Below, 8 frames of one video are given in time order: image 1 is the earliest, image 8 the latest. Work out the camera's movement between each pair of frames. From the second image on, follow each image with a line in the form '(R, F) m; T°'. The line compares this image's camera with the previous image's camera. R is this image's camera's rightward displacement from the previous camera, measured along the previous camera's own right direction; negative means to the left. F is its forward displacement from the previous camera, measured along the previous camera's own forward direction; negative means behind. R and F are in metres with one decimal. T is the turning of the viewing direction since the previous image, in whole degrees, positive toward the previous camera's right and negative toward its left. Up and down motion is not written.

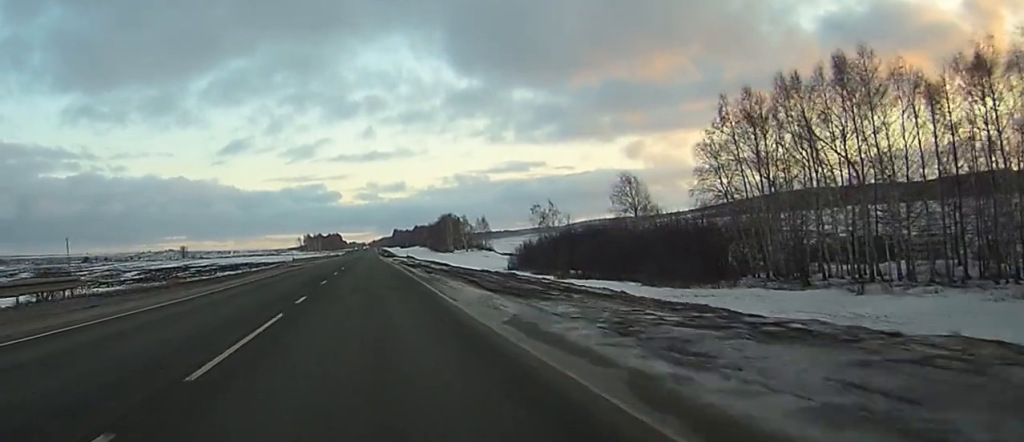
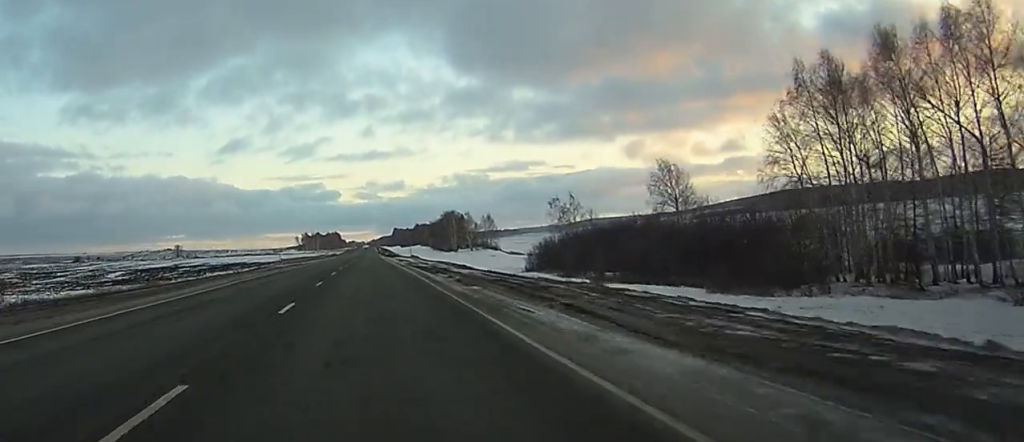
(0.0, +16.5) m; 0°
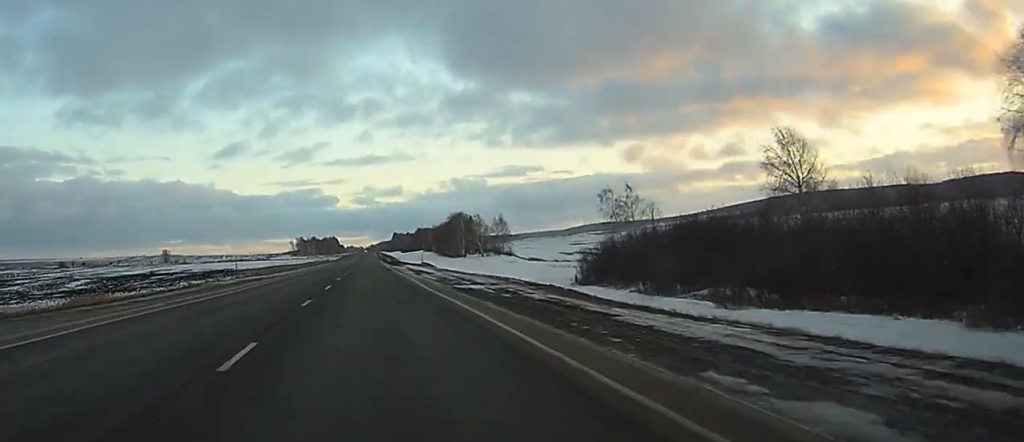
(-0.1, +31.9) m; 0°
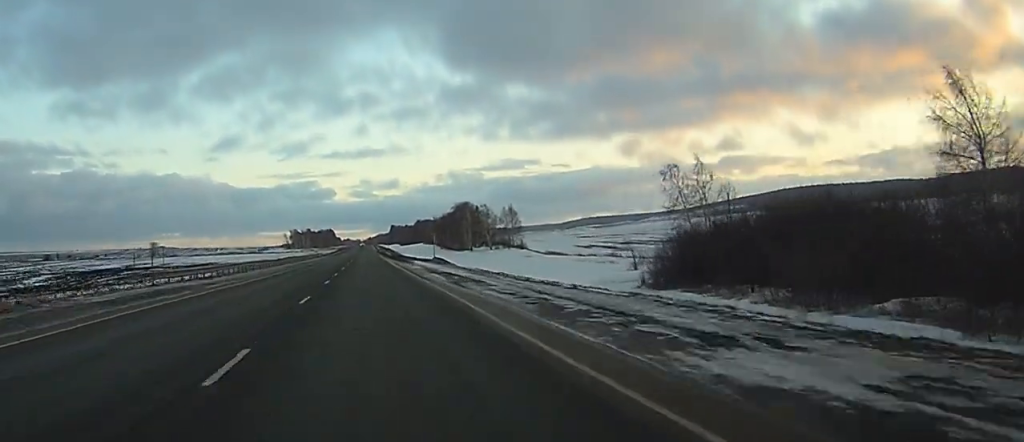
(-0.1, +25.3) m; 0°
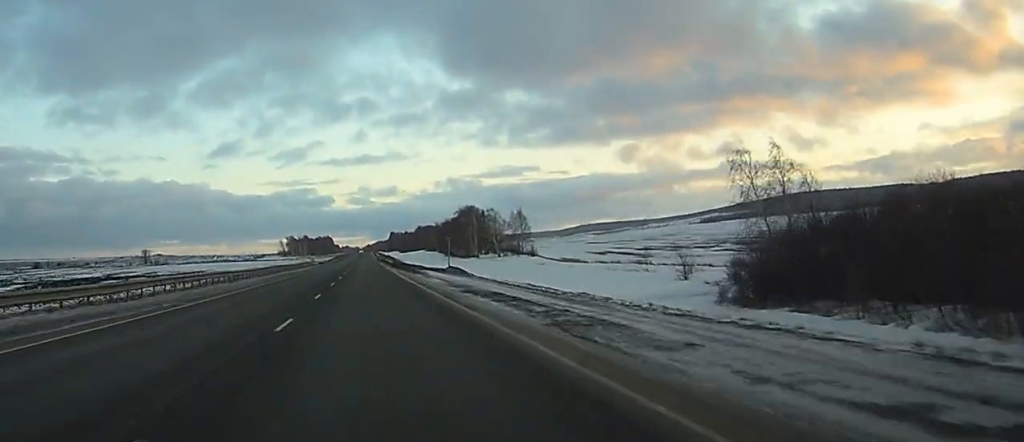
(+0.1, +17.6) m; 0°
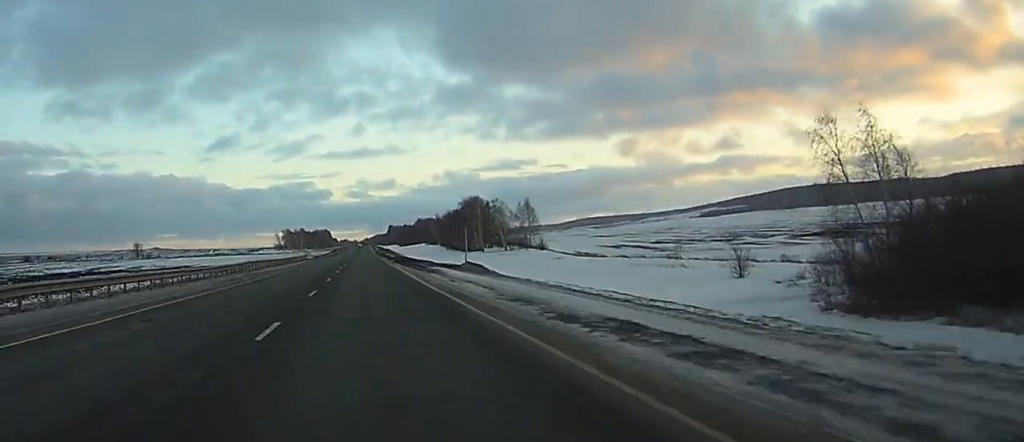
(0.0, +14.3) m; 0°
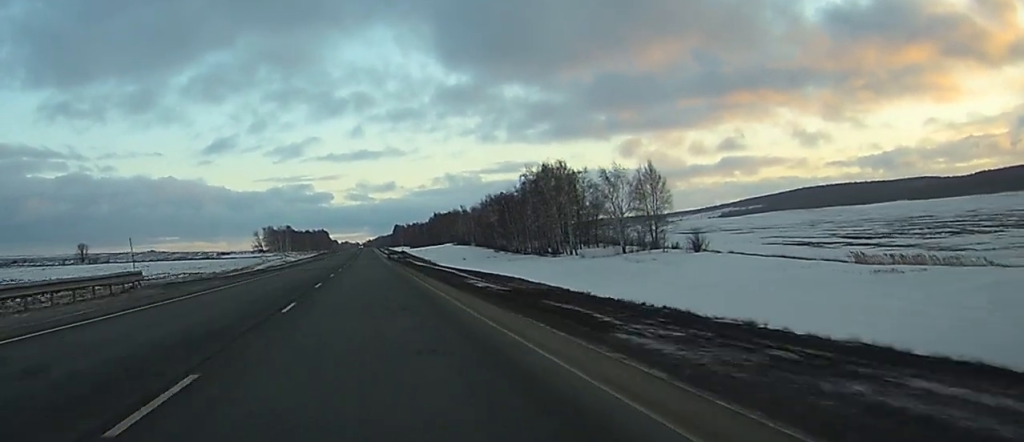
(+0.5, +103.2) m; +1°
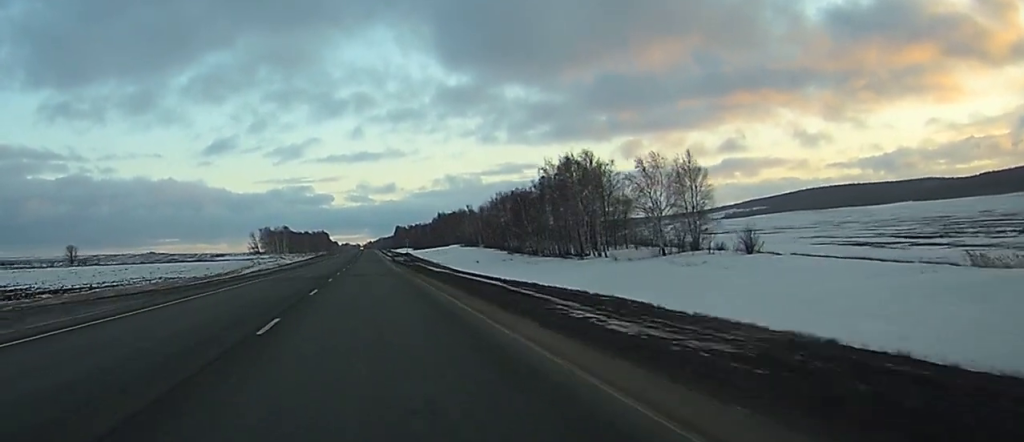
(0.0, +16.5) m; 0°
